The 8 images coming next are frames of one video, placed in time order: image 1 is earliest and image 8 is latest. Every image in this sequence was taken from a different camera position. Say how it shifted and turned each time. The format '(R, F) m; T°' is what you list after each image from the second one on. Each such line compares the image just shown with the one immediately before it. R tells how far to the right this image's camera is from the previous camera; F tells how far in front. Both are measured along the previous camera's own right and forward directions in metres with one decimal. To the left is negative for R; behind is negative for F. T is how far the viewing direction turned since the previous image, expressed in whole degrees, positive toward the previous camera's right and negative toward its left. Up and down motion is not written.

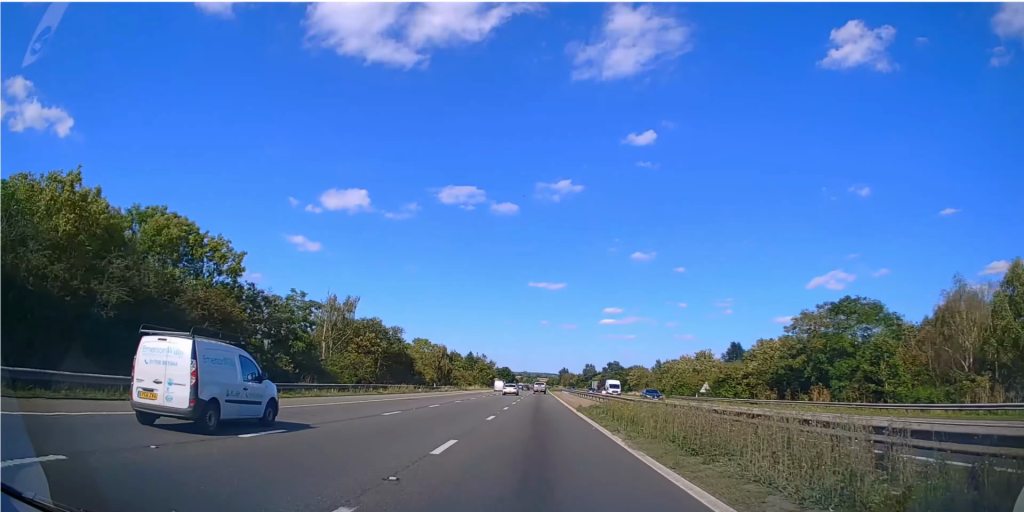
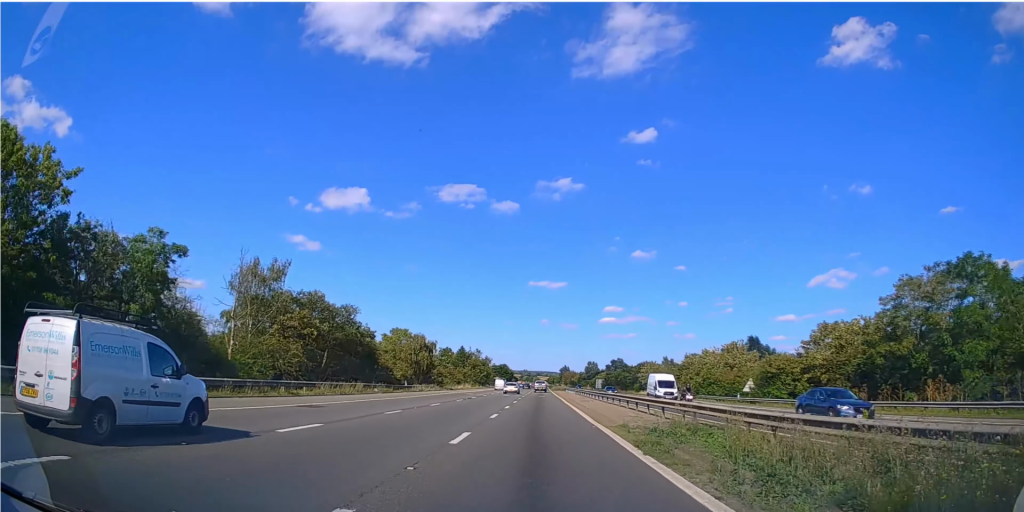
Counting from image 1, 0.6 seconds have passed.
(0.0, +16.4) m; 0°
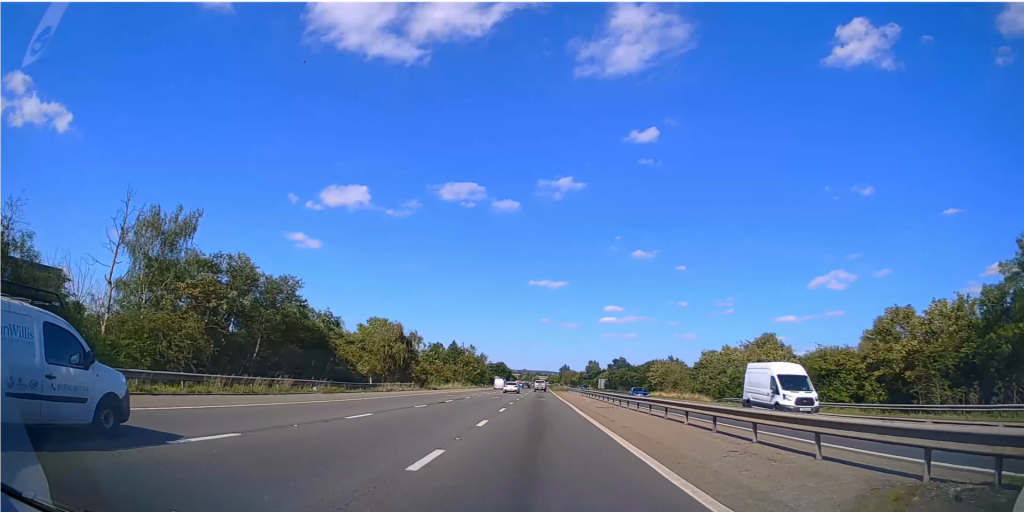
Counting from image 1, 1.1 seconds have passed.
(0.0, +11.8) m; 0°
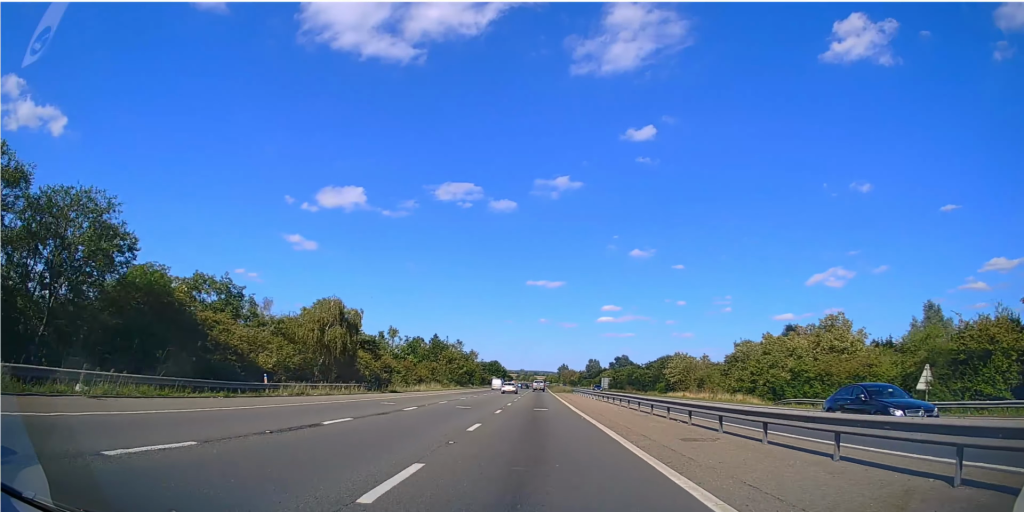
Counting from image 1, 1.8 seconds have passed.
(0.0, +16.9) m; 0°
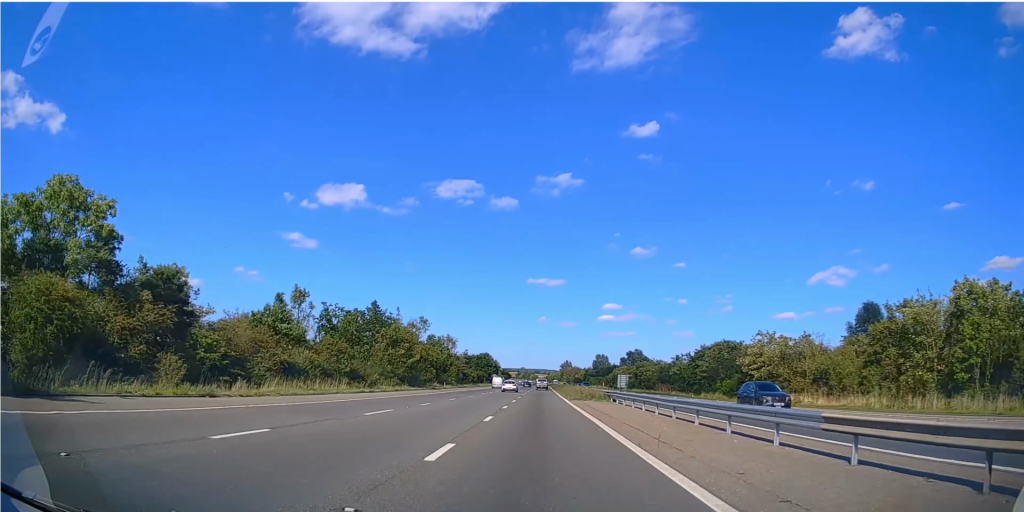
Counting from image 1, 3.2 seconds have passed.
(+0.1, +33.4) m; +1°
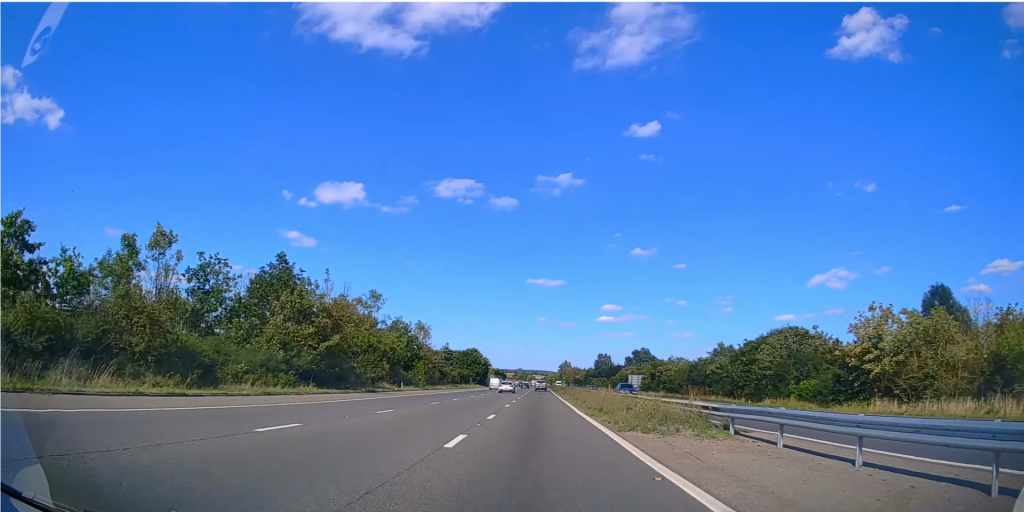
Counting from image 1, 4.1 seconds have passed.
(+0.1, +22.7) m; 0°
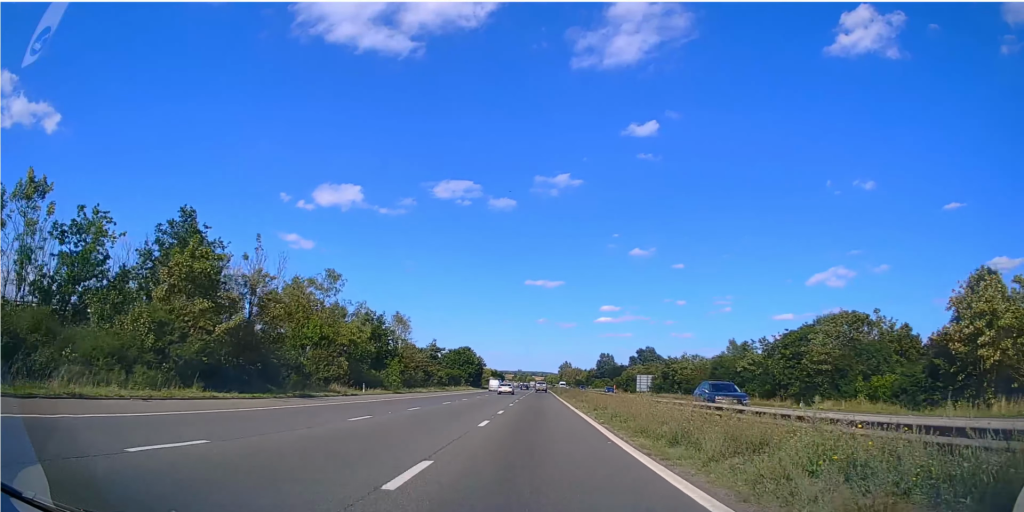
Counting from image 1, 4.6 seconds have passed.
(0.0, +12.2) m; 0°
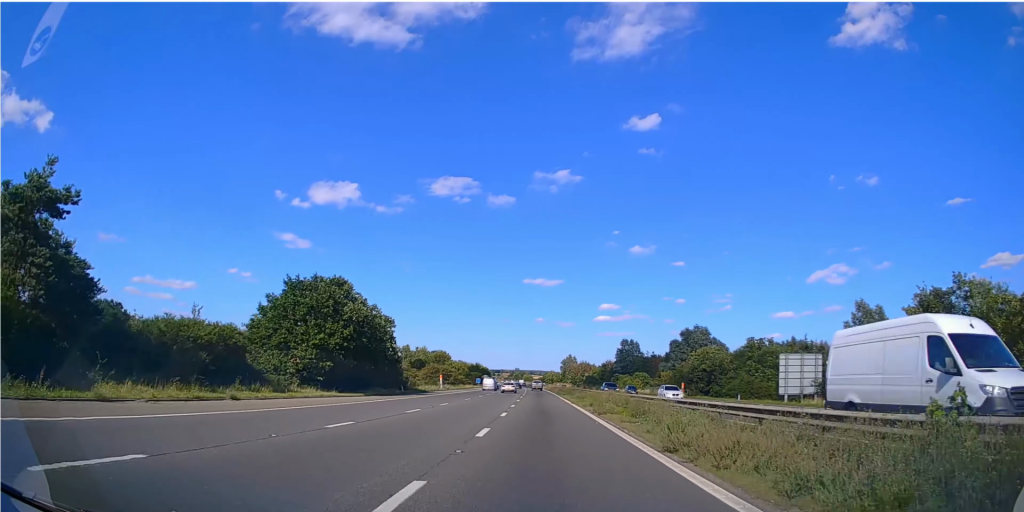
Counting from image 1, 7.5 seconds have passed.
(+0.4, +80.3) m; +1°
